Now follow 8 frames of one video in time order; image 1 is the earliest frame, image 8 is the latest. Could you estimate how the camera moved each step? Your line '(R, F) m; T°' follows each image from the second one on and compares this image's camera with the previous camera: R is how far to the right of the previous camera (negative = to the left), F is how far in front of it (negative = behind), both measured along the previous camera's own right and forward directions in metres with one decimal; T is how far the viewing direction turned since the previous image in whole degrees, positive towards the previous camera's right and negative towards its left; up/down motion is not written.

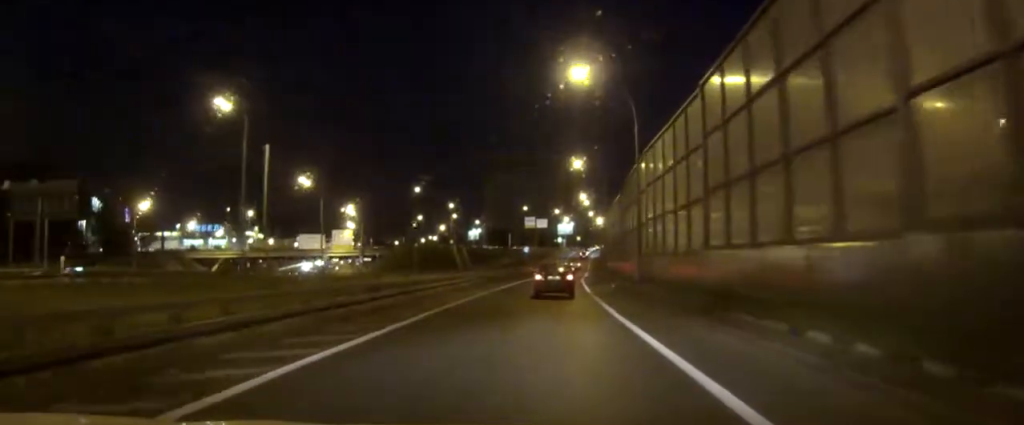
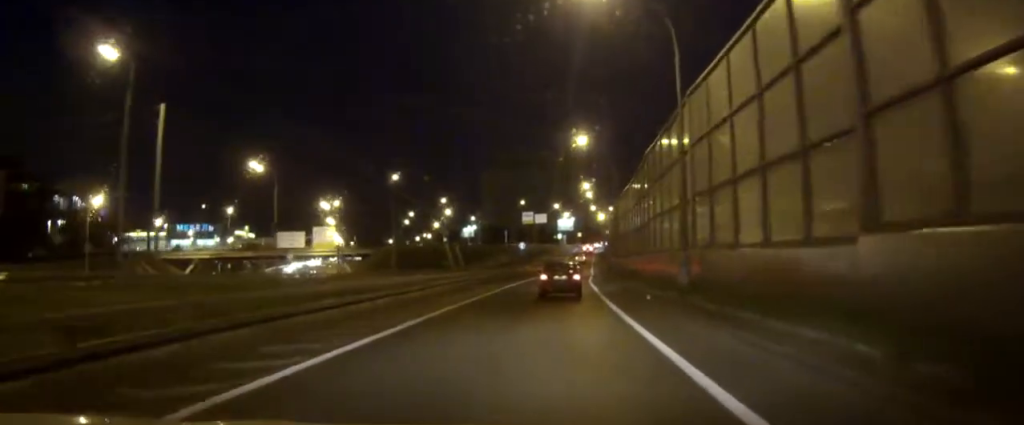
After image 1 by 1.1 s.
(0.0, +14.6) m; 0°
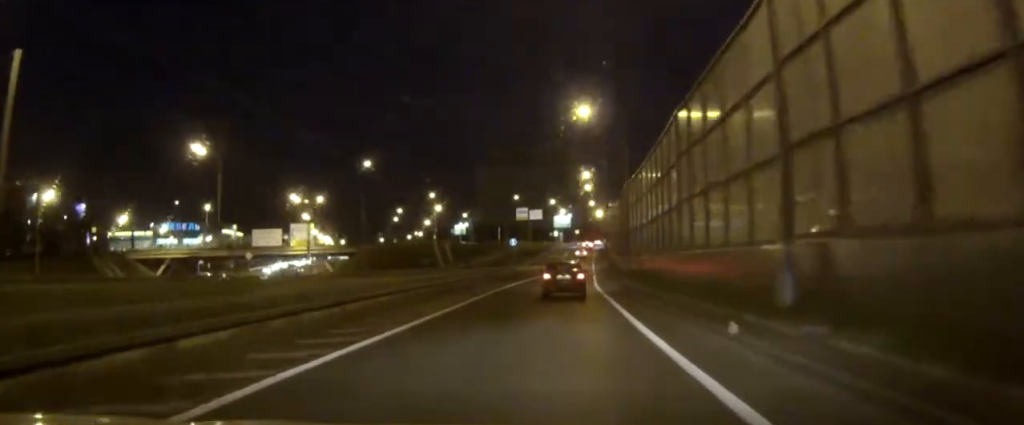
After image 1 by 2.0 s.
(+0.1, +12.3) m; 0°
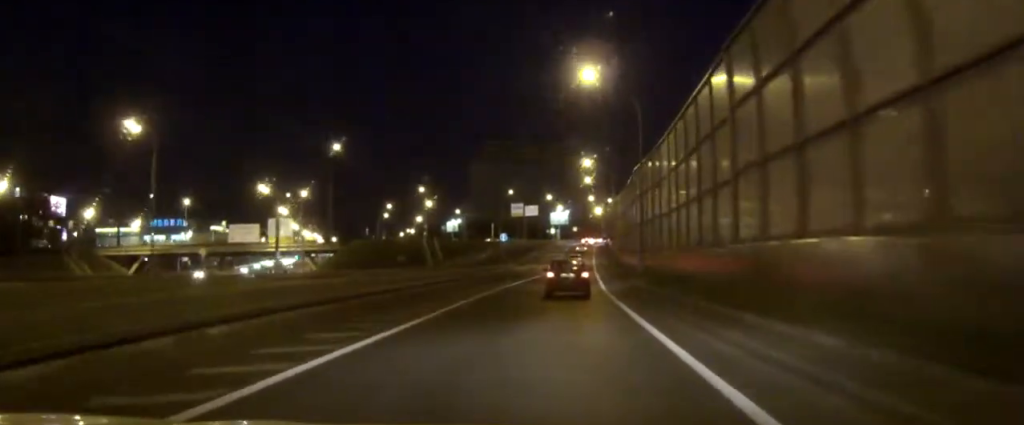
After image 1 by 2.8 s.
(0.0, +10.9) m; 0°
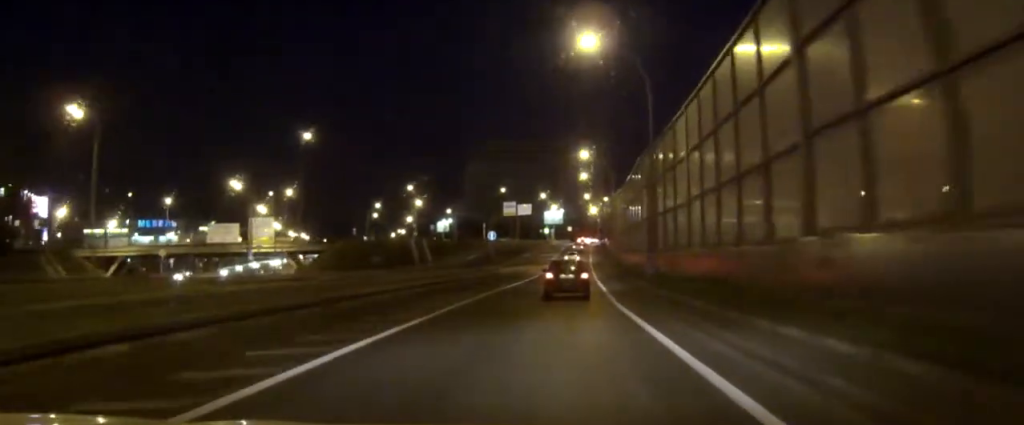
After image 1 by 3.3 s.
(-0.1, +7.2) m; 0°
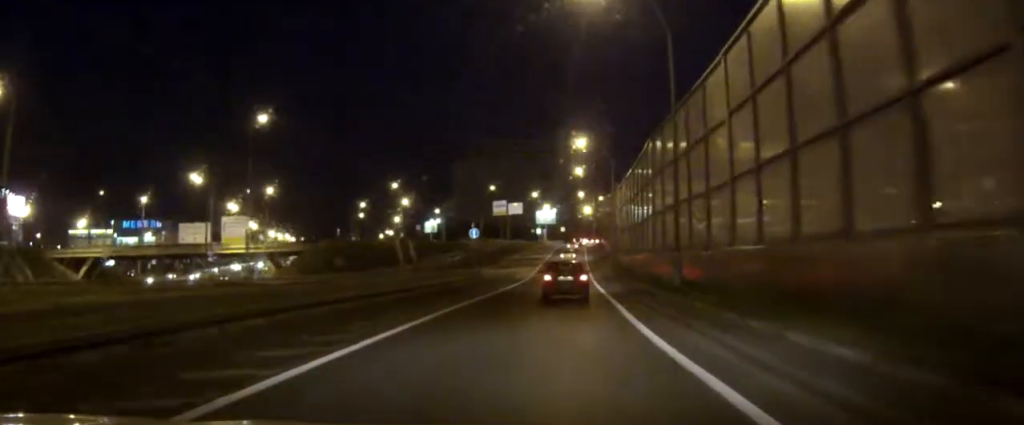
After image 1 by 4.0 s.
(+0.1, +8.9) m; +1°
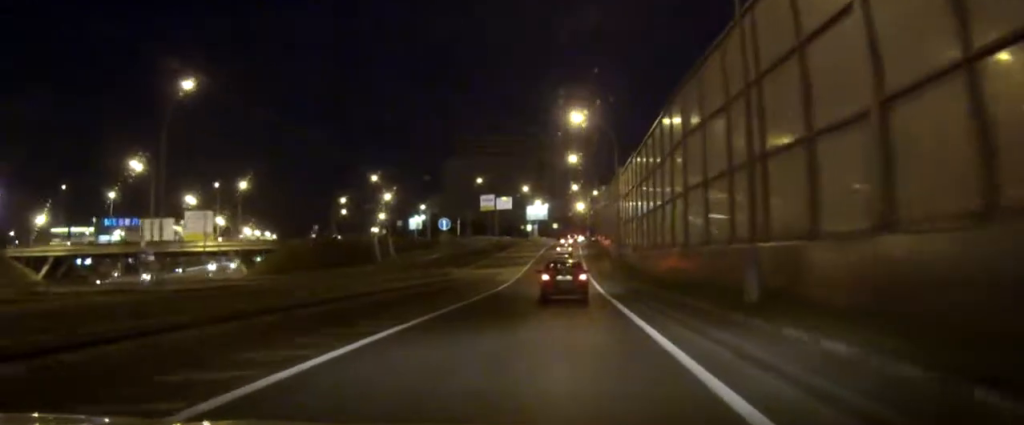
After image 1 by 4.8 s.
(+0.1, +11.5) m; +1°
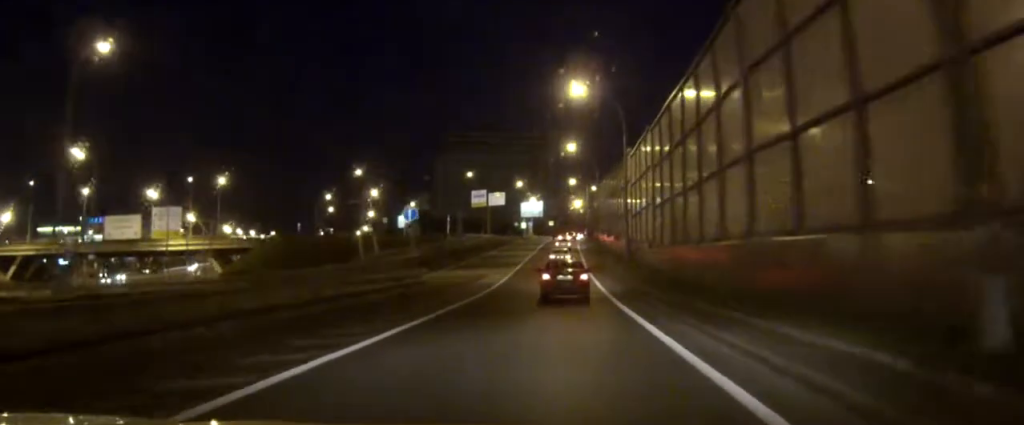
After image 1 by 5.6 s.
(+0.1, +9.7) m; +1°
